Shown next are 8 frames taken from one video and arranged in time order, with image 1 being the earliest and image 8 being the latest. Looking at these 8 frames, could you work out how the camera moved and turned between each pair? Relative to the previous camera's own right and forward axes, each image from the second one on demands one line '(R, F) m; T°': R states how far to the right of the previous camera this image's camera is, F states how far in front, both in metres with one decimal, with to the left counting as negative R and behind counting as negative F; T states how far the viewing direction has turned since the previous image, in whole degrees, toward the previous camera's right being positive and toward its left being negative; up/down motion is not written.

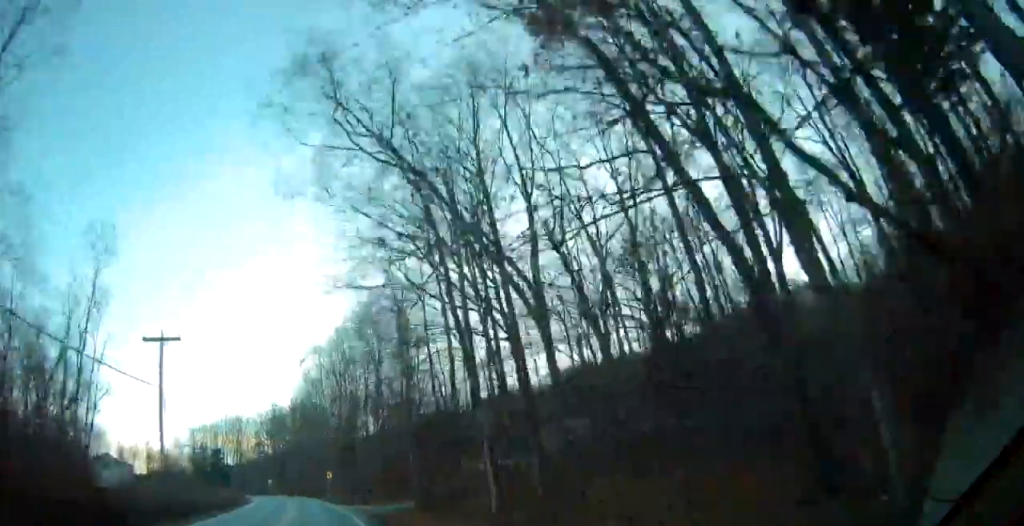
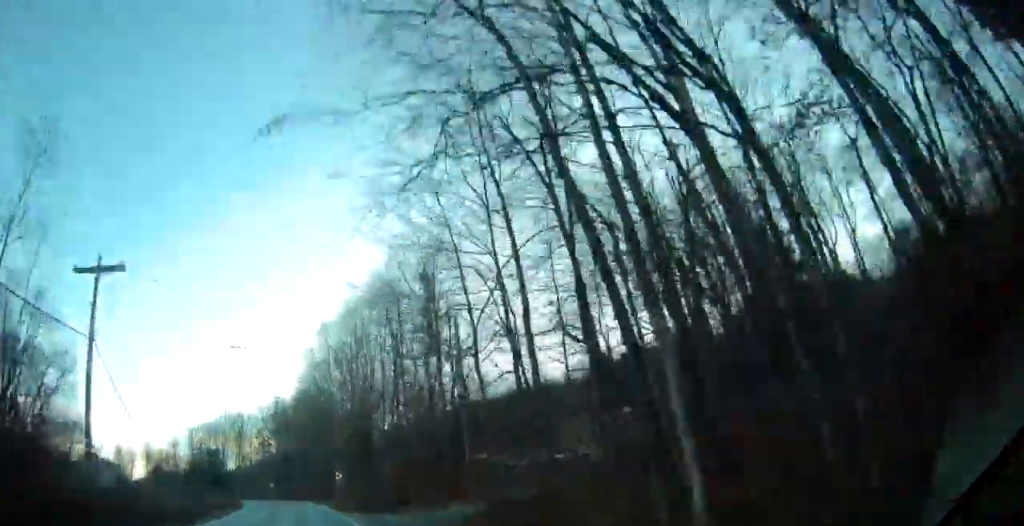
(+0.4, +11.9) m; -3°
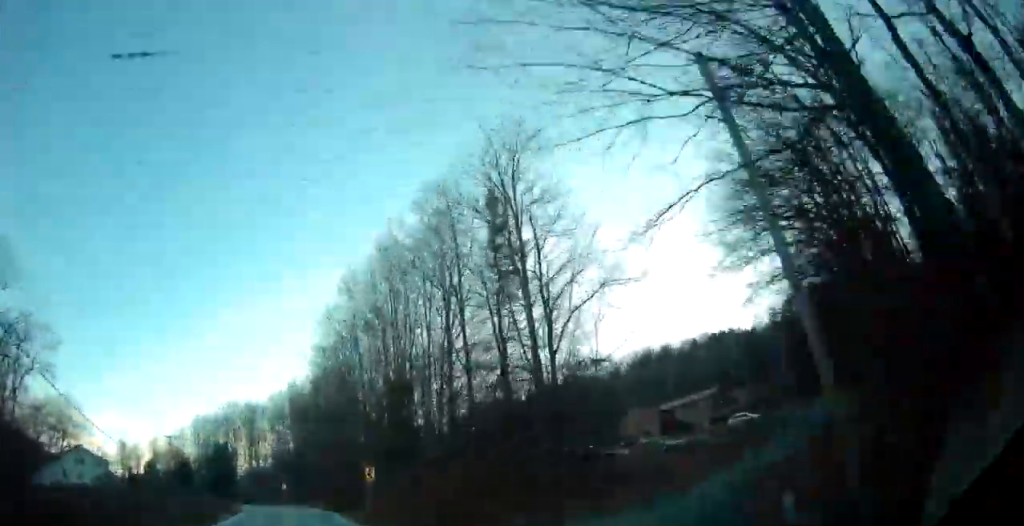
(-1.0, +15.3) m; -7°
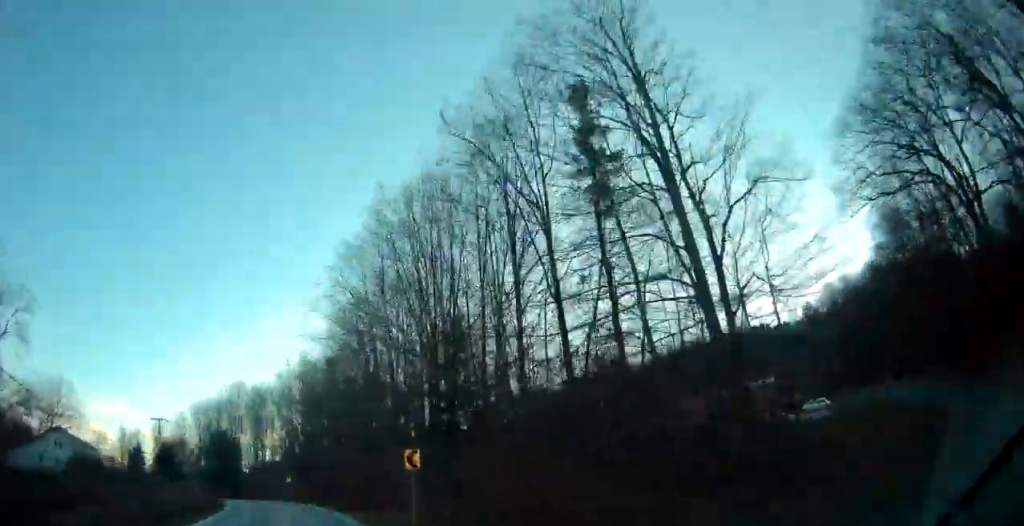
(+0.1, +11.4) m; -7°
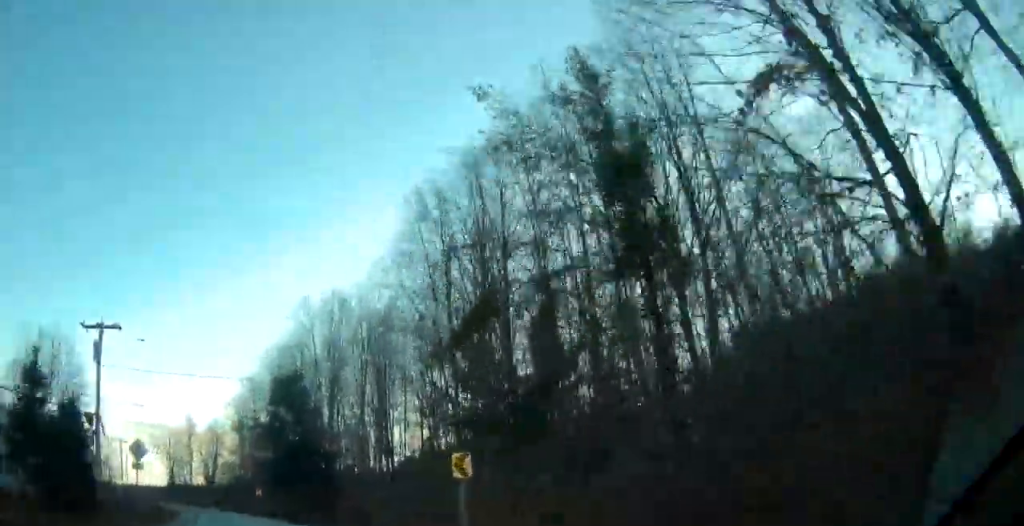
(-7.4, +46.3) m; -14°
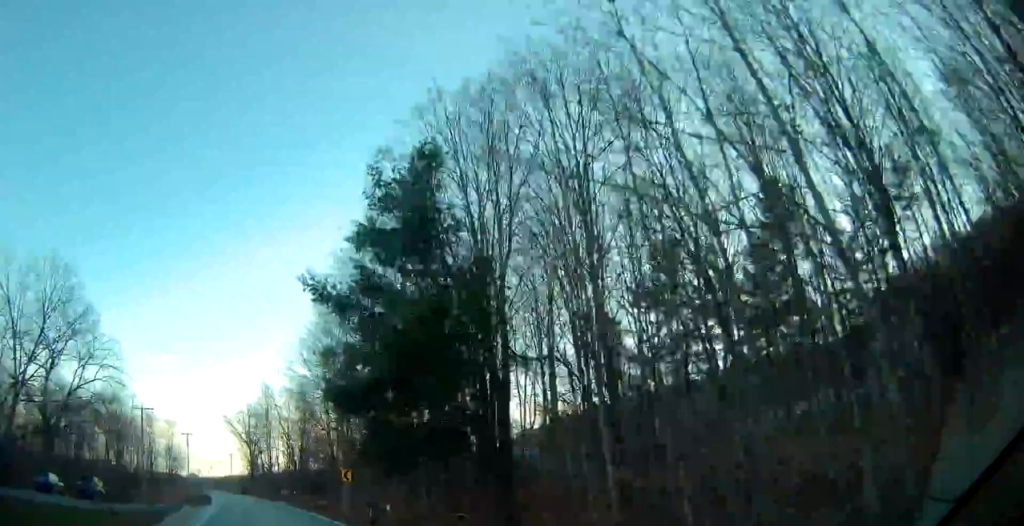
(-2.1, +25.5) m; -5°
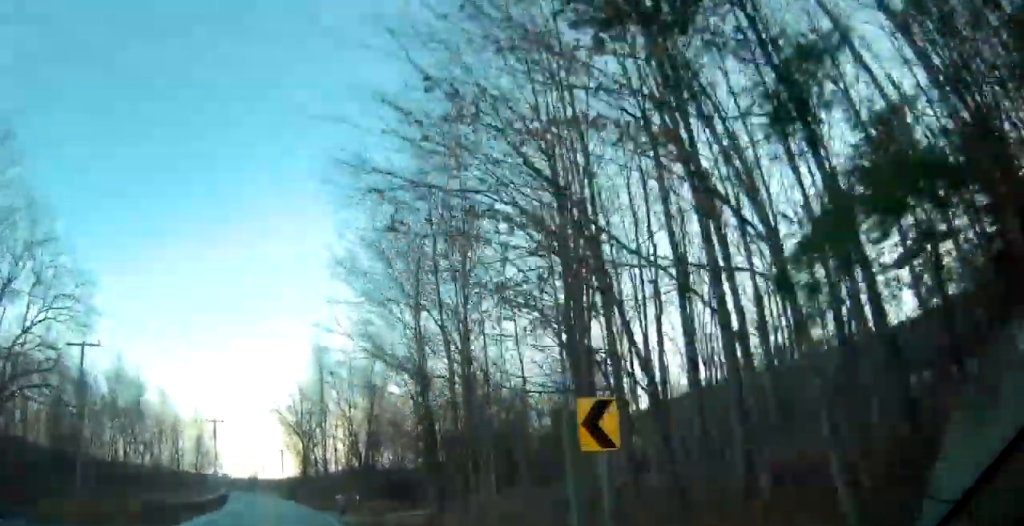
(0.0, +24.0) m; -2°
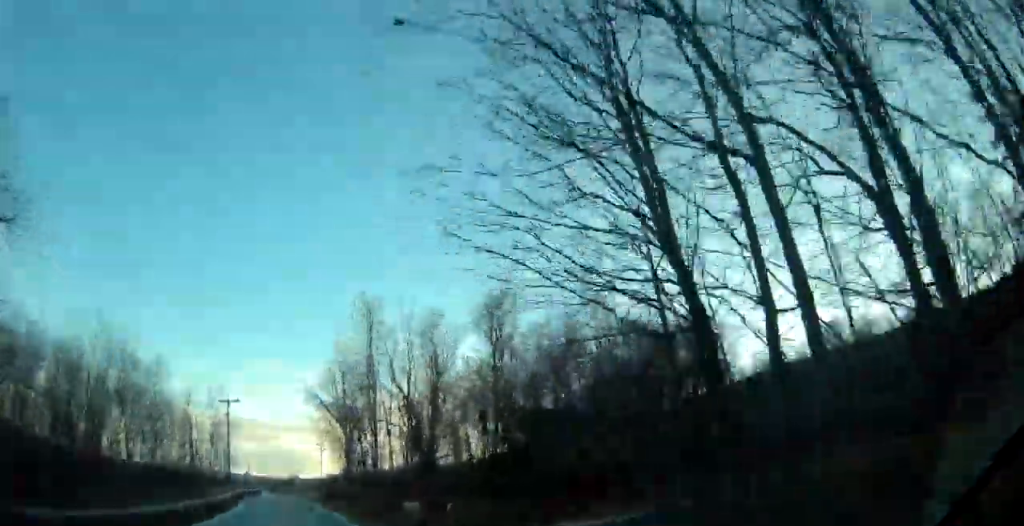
(-0.3, +18.2) m; -6°
